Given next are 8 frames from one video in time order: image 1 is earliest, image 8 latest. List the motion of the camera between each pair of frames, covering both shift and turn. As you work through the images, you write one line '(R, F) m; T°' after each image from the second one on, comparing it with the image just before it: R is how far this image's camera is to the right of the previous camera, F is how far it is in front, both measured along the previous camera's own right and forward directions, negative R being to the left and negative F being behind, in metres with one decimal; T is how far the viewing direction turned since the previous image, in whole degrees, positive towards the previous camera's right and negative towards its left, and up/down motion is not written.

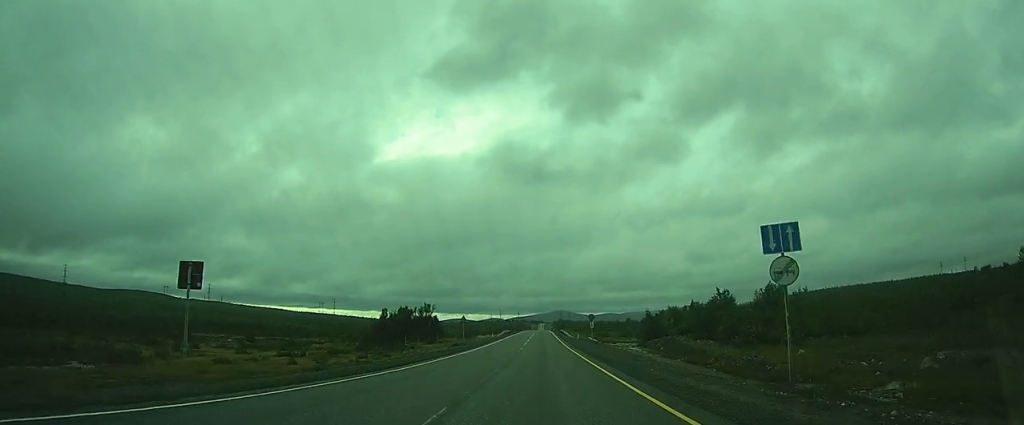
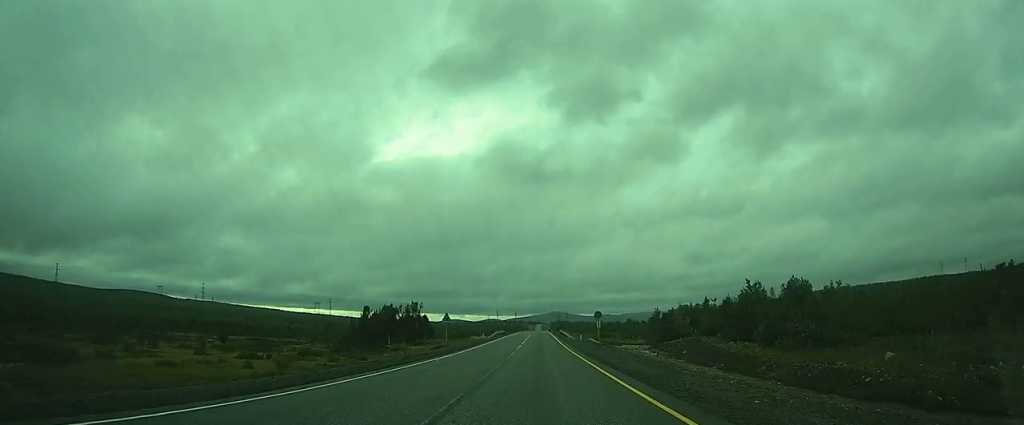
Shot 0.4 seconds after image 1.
(0.0, +10.3) m; 0°
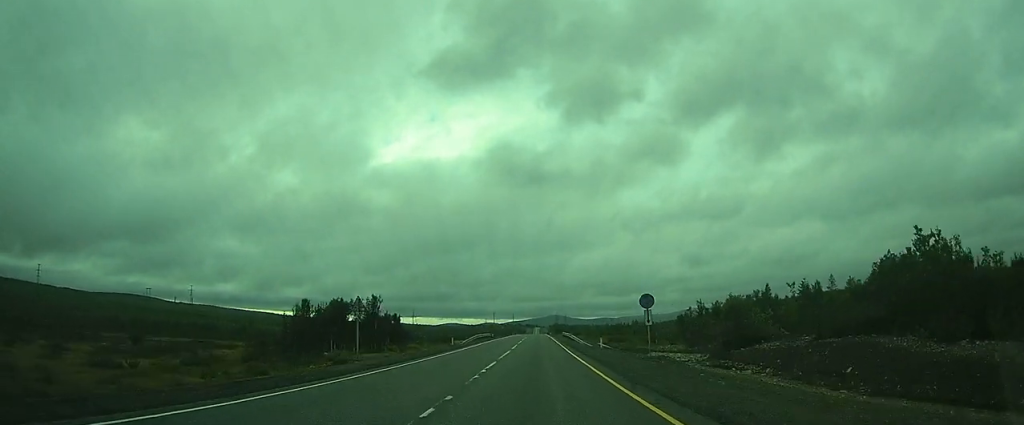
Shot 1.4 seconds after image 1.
(+0.1, +26.7) m; 0°
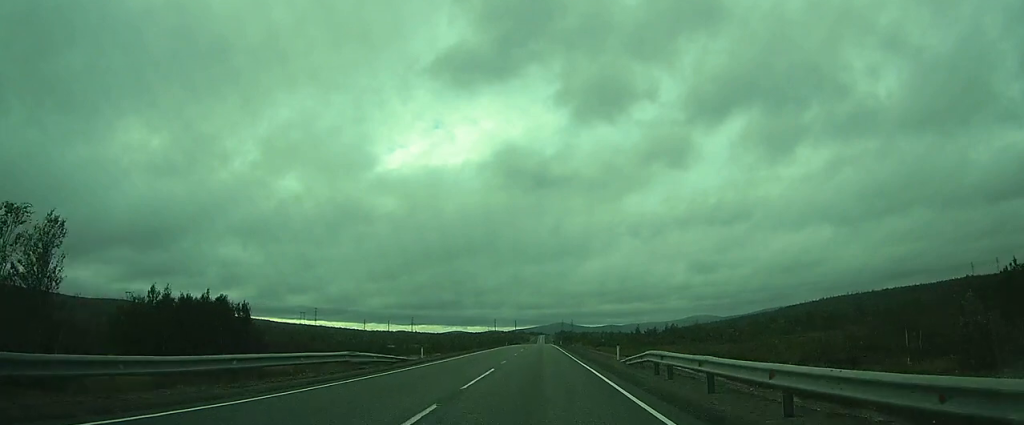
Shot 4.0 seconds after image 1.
(+0.1, +64.9) m; +1°
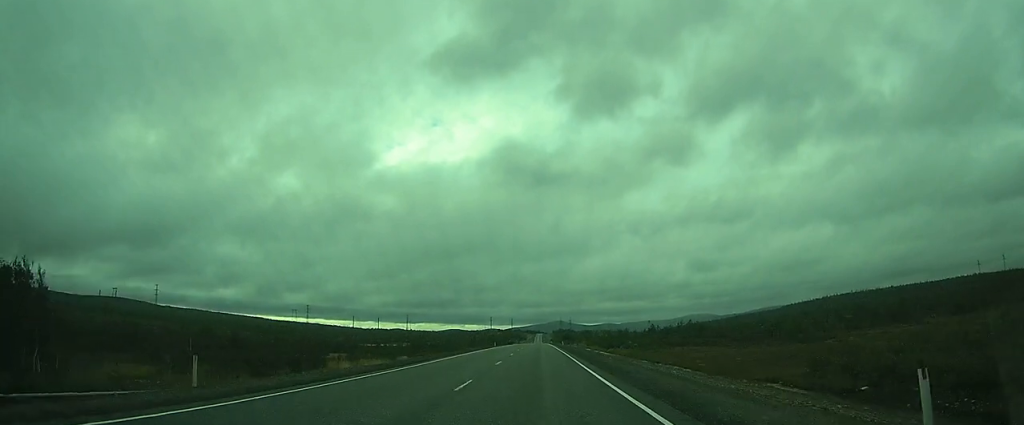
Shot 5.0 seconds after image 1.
(+0.2, +26.8) m; +1°
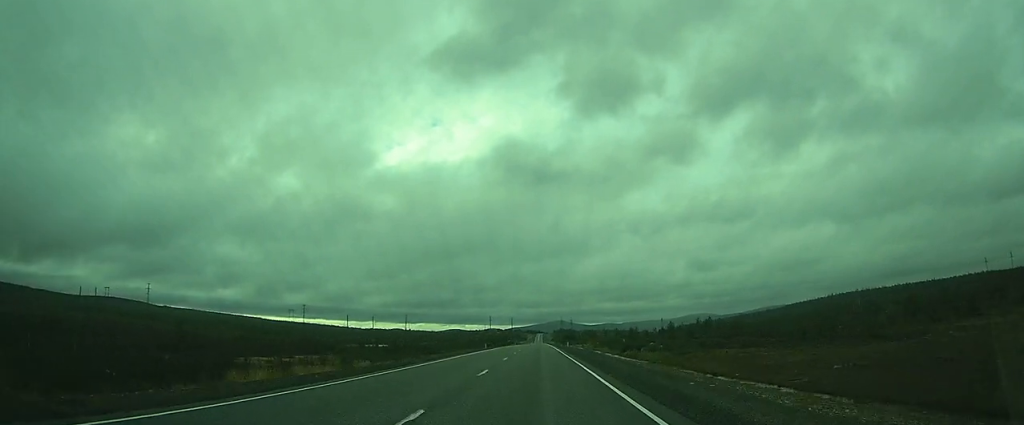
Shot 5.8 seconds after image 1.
(+0.1, +19.0) m; 0°
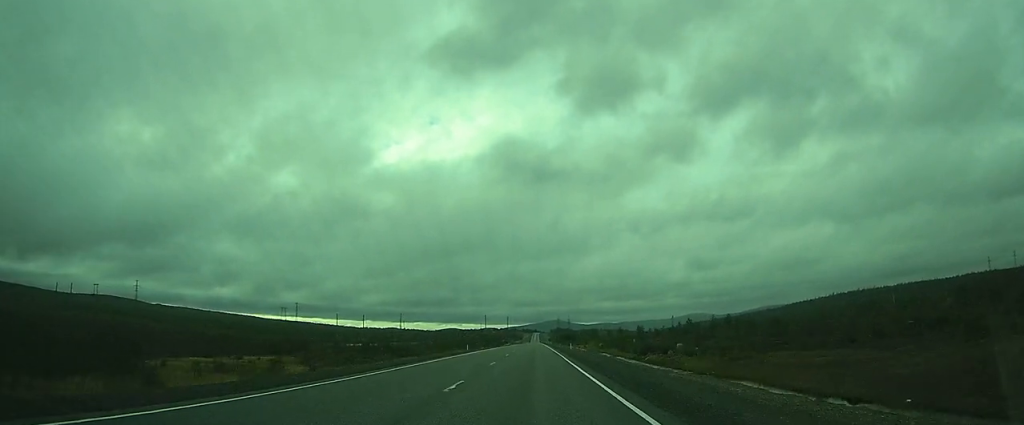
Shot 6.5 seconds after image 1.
(+0.1, +18.1) m; 0°
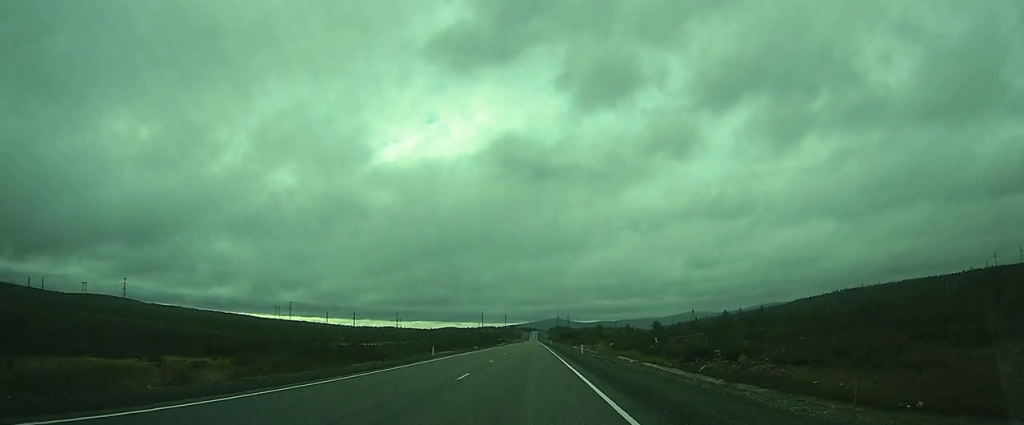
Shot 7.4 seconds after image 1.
(0.0, +21.3) m; 0°
